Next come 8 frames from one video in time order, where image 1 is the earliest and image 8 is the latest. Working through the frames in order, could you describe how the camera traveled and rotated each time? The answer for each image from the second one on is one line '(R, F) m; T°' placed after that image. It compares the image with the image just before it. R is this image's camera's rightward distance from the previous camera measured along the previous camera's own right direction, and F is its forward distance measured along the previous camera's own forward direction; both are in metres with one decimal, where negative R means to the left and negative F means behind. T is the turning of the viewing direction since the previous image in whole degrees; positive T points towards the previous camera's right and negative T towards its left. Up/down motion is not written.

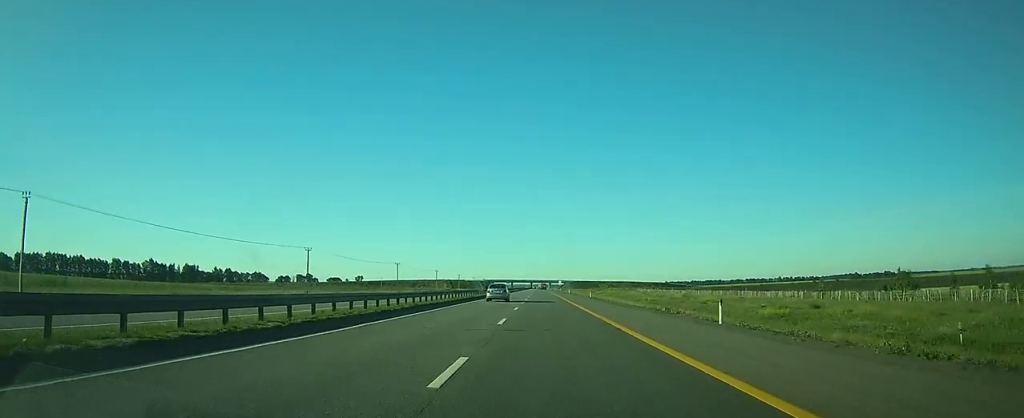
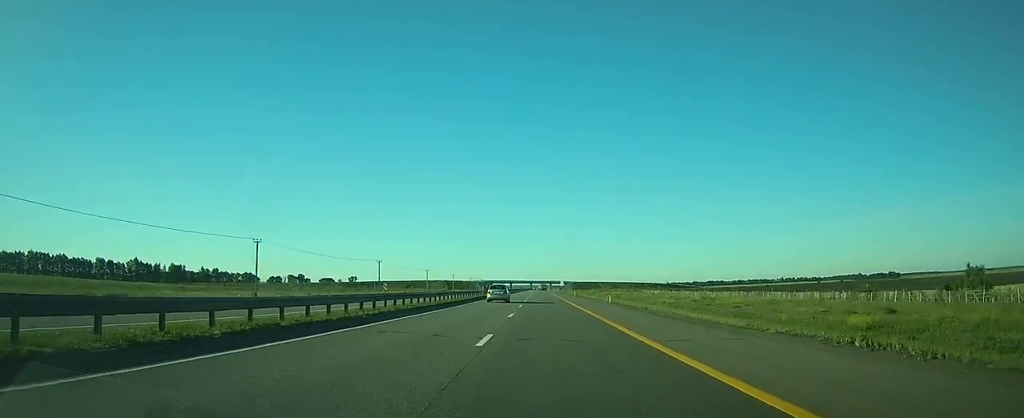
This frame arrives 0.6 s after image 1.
(+0.1, +18.7) m; 0°
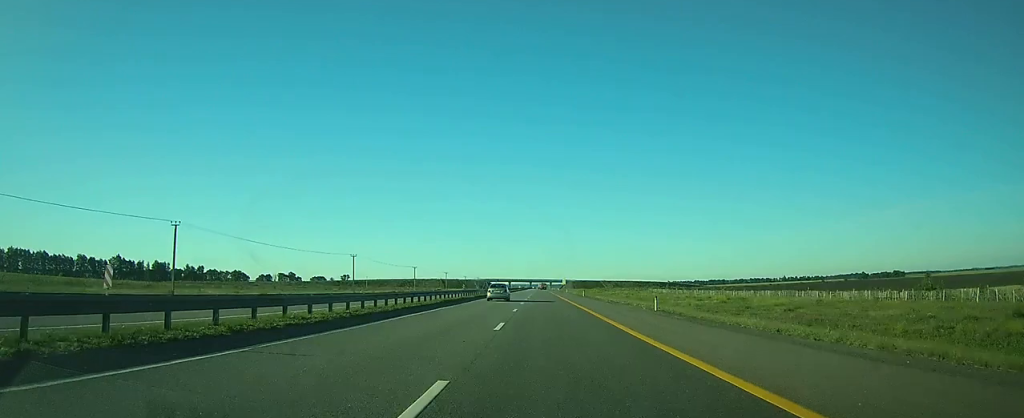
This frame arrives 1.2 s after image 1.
(0.0, +19.8) m; 0°
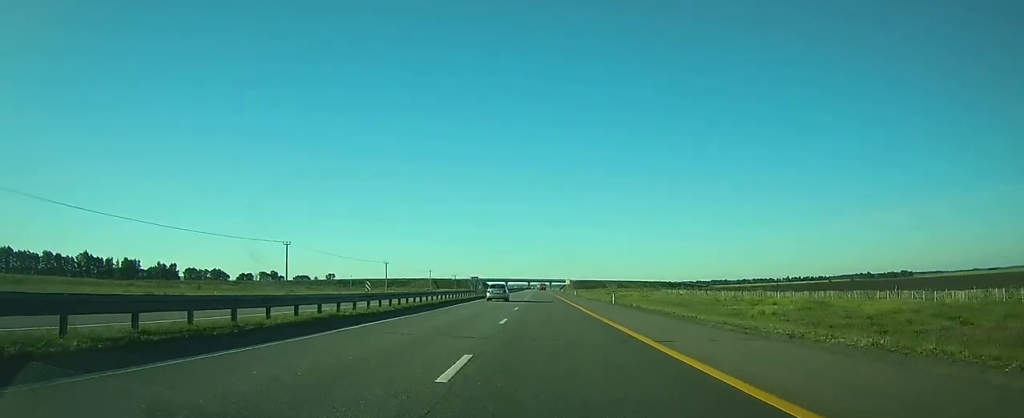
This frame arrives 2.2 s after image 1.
(0.0, +33.0) m; 0°
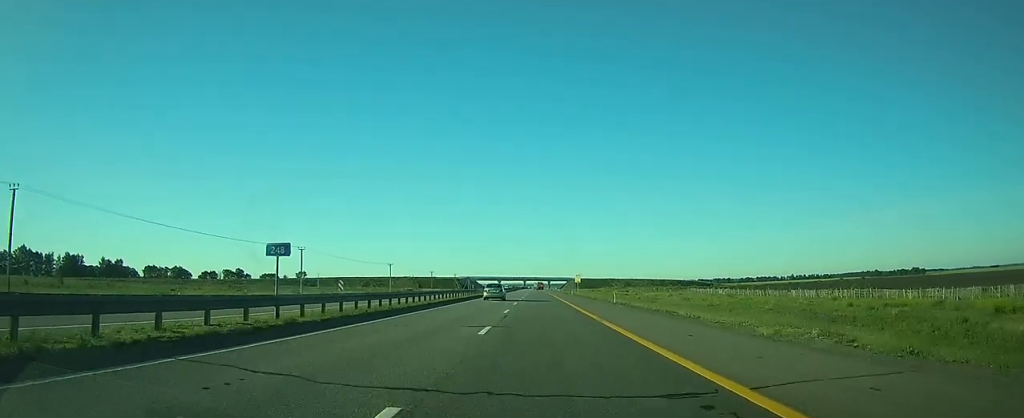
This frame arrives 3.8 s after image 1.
(0.0, +52.9) m; 0°
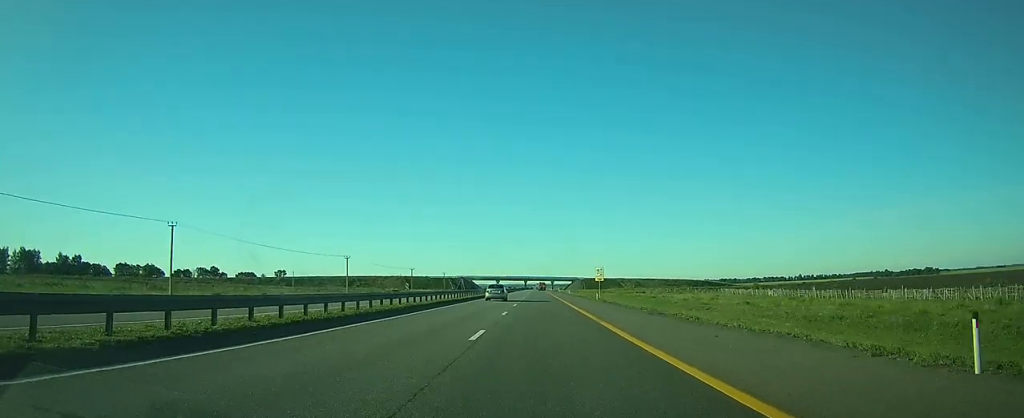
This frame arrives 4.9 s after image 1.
(0.0, +37.7) m; 0°
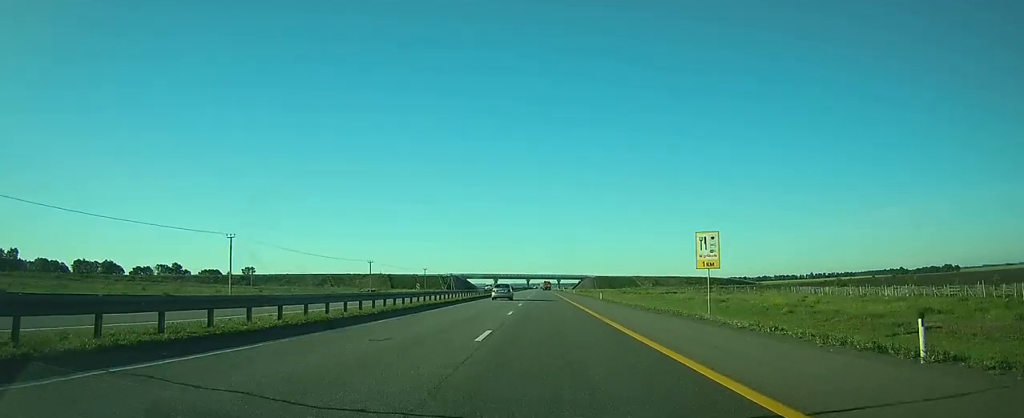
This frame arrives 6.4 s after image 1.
(-0.3, +48.8) m; -1°
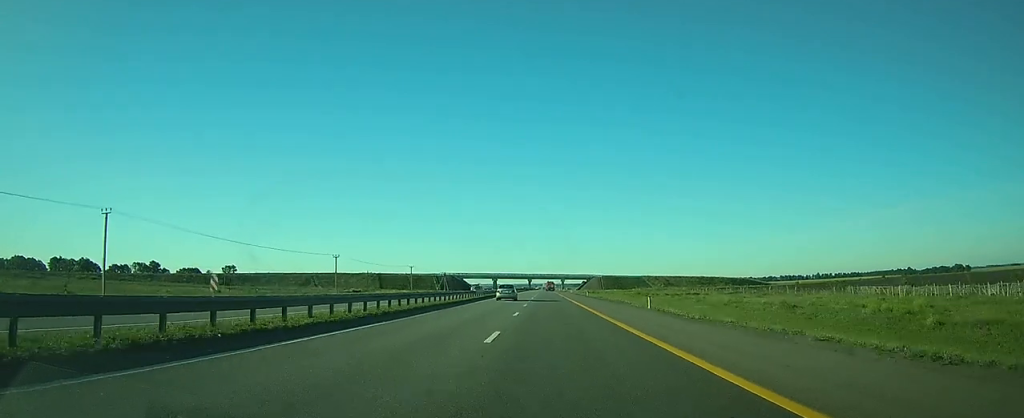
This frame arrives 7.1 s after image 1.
(0.0, +24.4) m; 0°
